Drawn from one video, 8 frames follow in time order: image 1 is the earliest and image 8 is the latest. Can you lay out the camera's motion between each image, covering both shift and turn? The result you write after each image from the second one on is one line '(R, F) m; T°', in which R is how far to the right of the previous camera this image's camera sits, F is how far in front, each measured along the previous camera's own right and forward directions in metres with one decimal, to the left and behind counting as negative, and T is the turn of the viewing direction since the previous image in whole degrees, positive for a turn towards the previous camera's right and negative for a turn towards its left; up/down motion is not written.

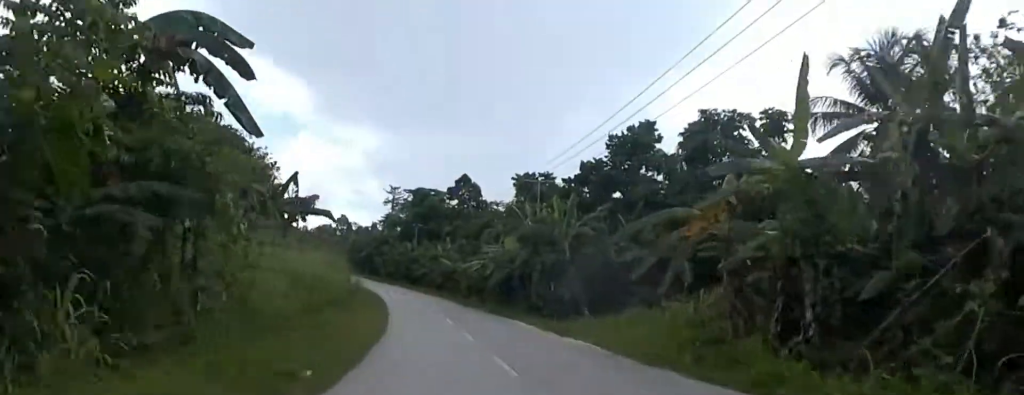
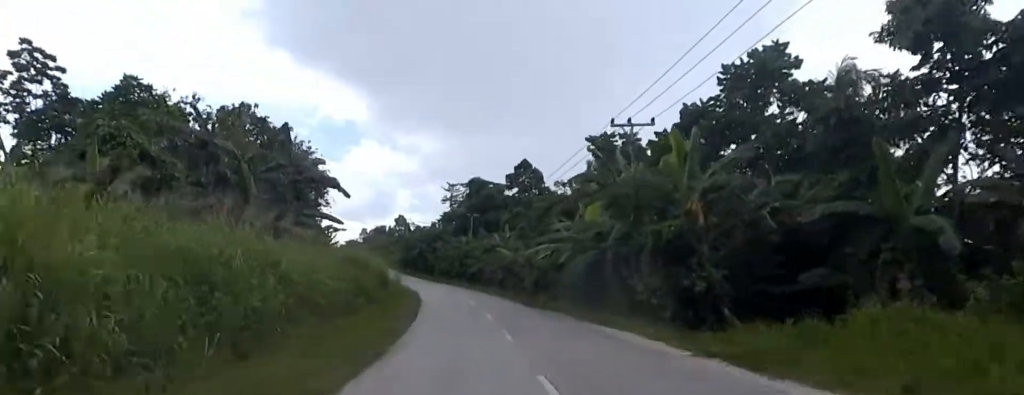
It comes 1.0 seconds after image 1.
(-0.4, +12.6) m; -6°
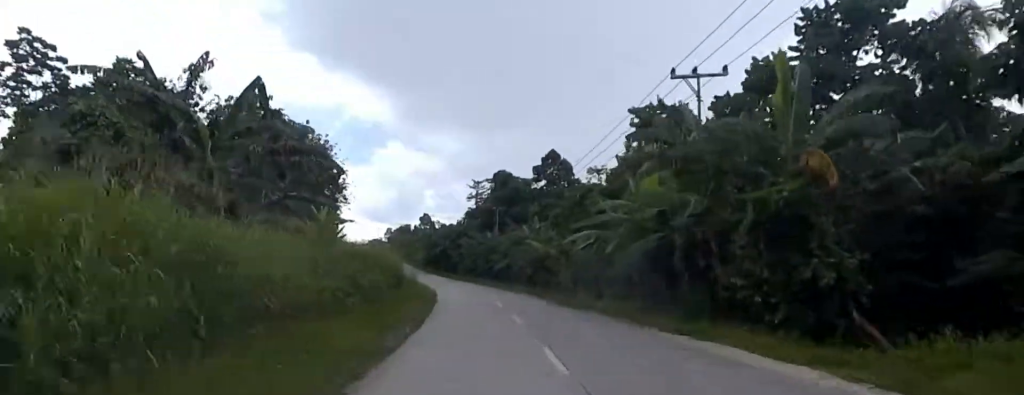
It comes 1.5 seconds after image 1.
(-0.4, +6.5) m; -3°
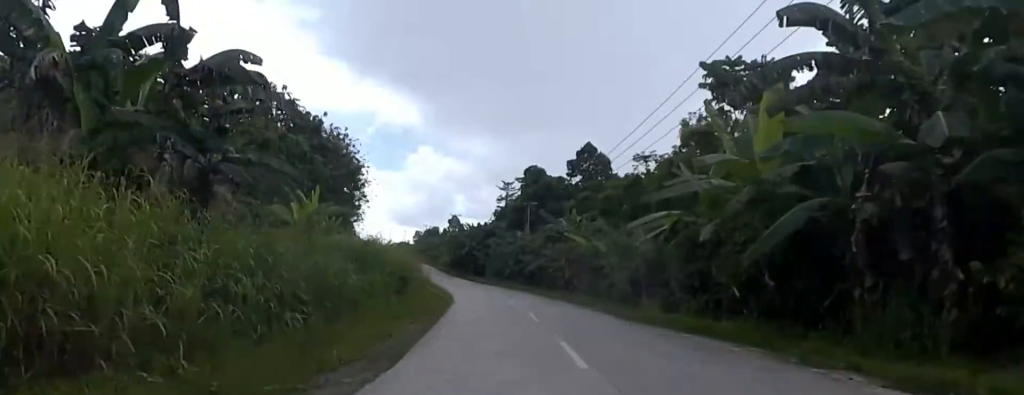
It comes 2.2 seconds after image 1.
(-0.3, +8.4) m; -2°
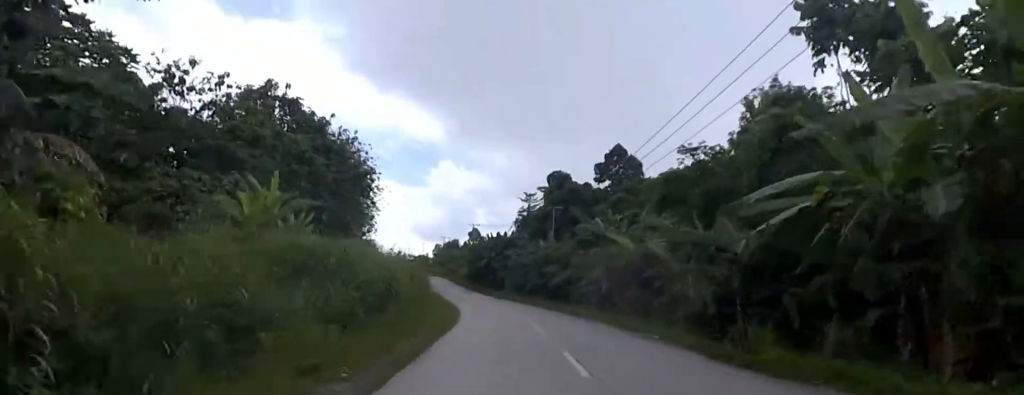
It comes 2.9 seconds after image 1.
(-0.1, +8.1) m; -1°
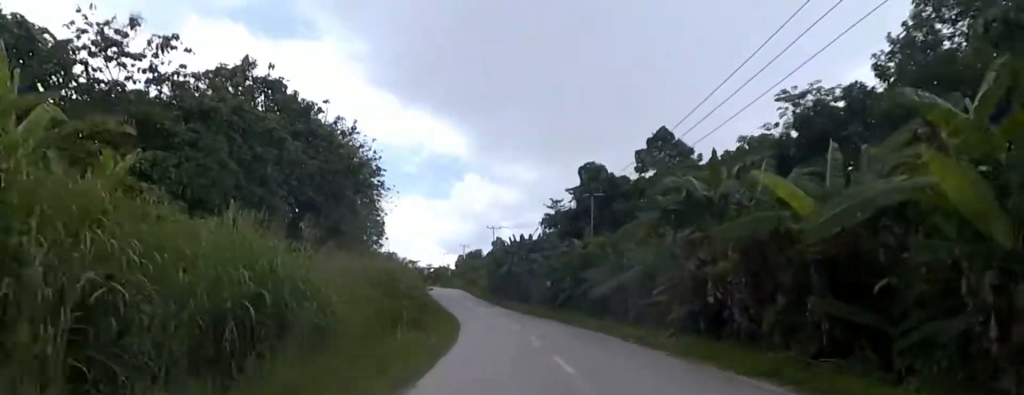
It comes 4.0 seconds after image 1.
(-0.1, +13.2) m; -2°
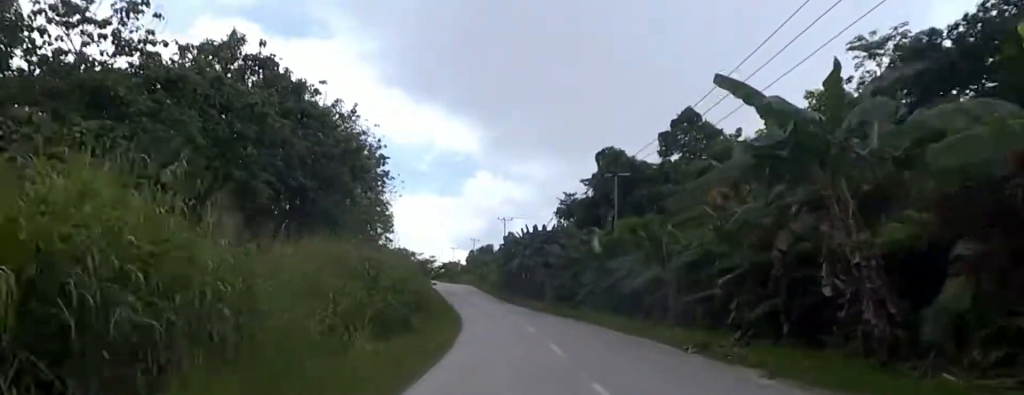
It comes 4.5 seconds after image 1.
(-0.1, +5.2) m; -1°
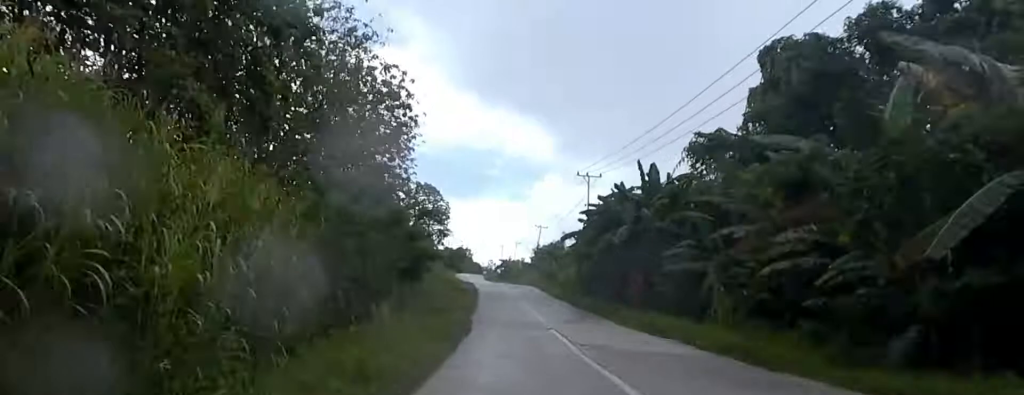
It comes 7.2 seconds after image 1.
(-0.8, +30.8) m; -7°
